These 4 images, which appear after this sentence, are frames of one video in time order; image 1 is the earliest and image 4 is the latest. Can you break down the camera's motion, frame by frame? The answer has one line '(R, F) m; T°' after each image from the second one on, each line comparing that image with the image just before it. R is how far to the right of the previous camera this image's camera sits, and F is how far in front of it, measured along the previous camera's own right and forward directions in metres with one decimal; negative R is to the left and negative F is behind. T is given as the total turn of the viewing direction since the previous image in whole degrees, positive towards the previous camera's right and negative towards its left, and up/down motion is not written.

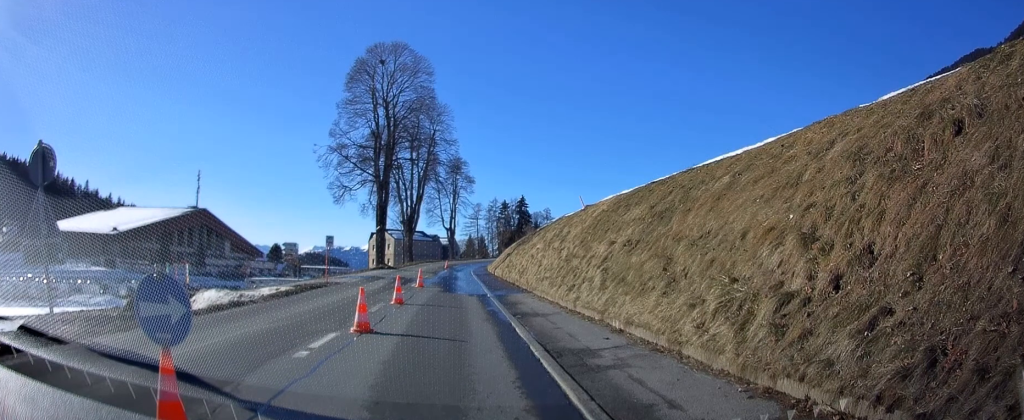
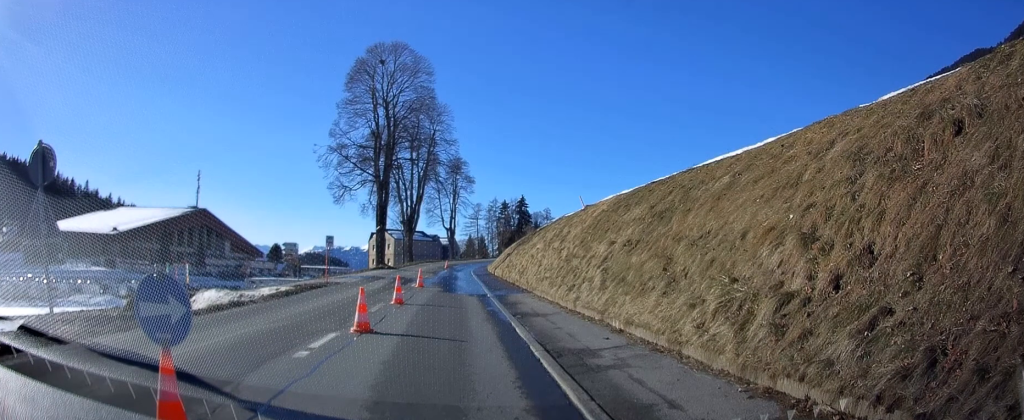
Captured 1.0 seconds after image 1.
(0.0, 0.0) m; 0°
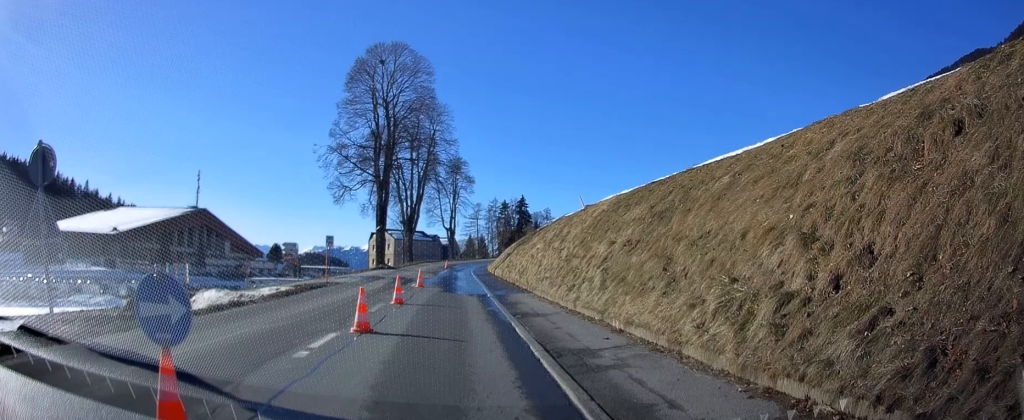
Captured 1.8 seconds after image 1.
(0.0, 0.0) m; 0°
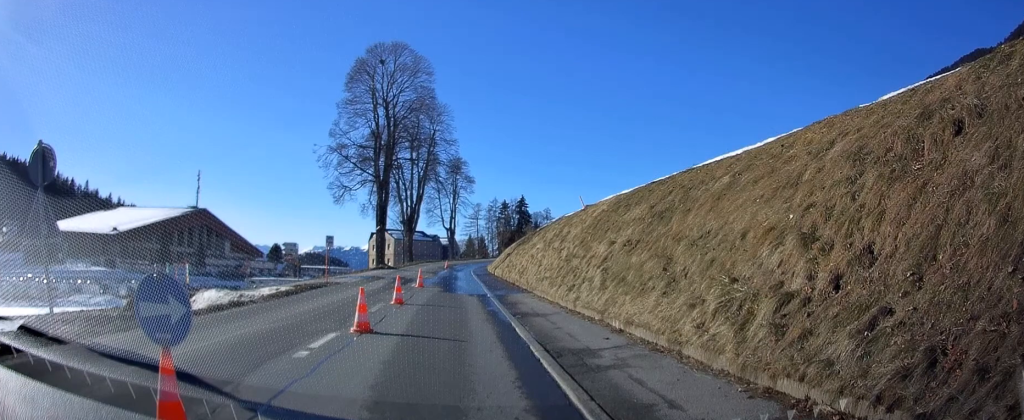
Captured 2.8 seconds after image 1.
(0.0, 0.0) m; 0°
